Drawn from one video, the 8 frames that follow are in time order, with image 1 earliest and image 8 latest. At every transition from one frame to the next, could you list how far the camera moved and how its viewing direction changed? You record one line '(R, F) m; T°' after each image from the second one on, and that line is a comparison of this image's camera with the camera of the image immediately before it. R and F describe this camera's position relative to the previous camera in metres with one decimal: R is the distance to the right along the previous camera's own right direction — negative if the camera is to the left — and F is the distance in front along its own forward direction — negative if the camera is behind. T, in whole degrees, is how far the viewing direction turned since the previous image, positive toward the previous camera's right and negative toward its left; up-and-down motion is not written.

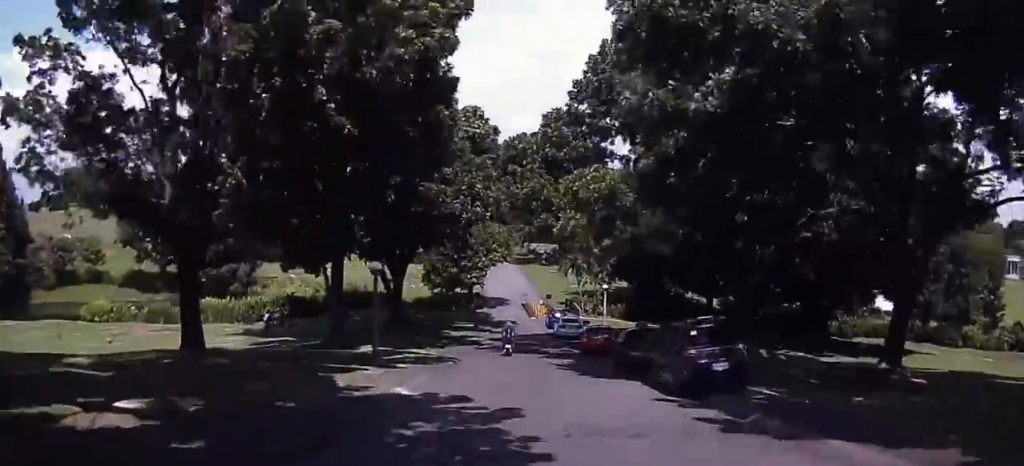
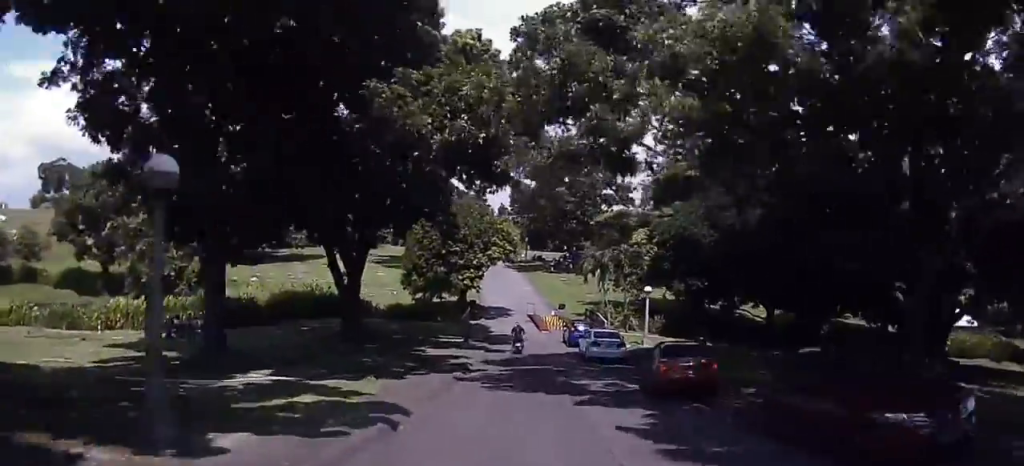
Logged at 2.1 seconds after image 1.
(+0.4, +14.2) m; +1°
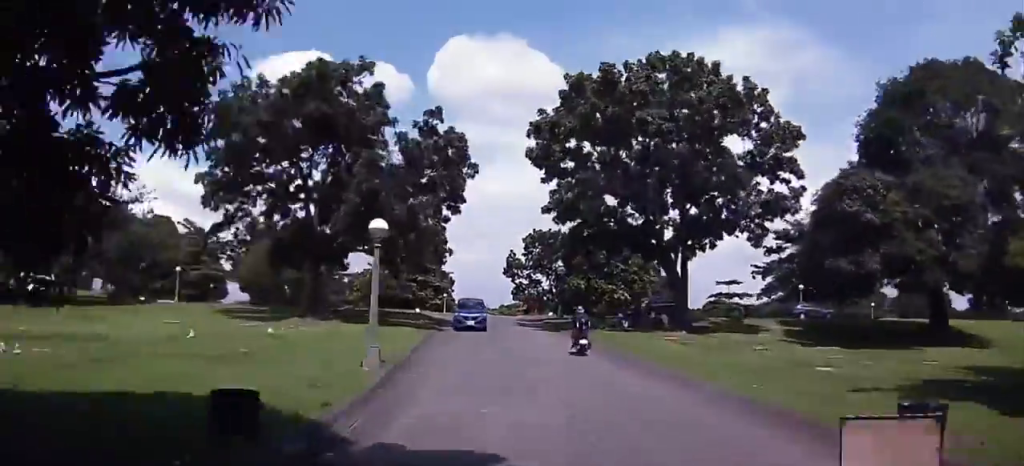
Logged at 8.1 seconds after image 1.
(+0.6, +42.9) m; +1°
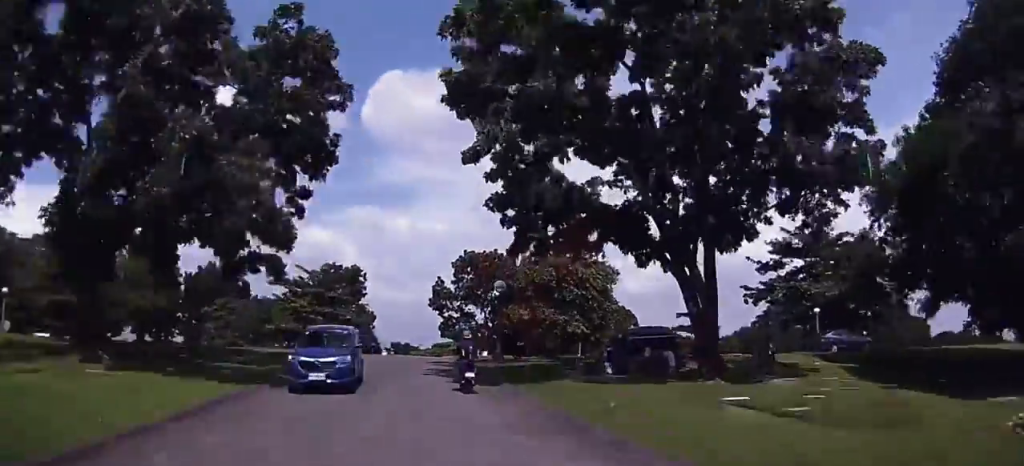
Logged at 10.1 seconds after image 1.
(-0.1, +13.4) m; 0°
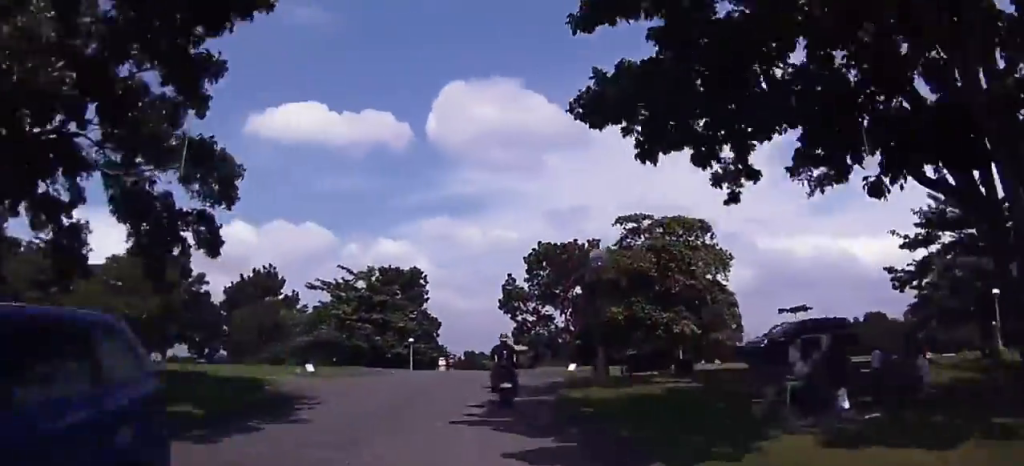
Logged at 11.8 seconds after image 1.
(0.0, +11.9) m; 0°
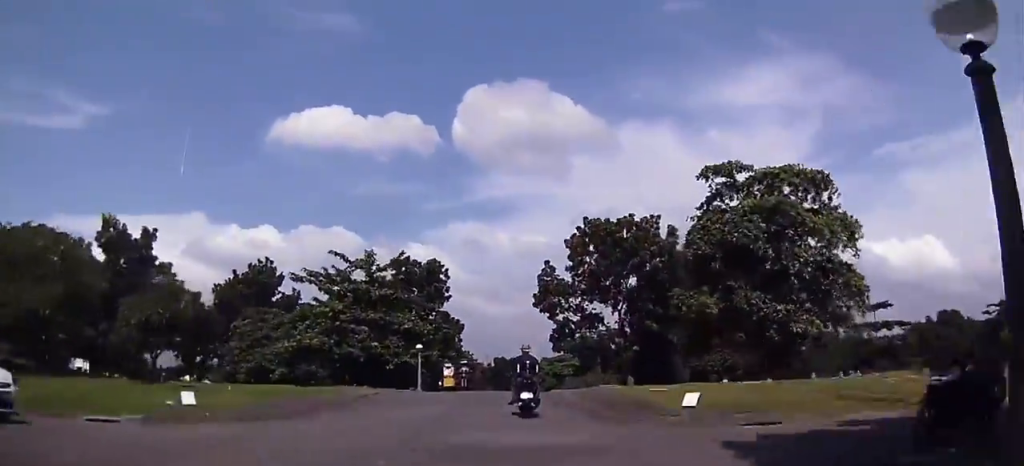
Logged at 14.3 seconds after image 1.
(0.0, +16.0) m; -2°
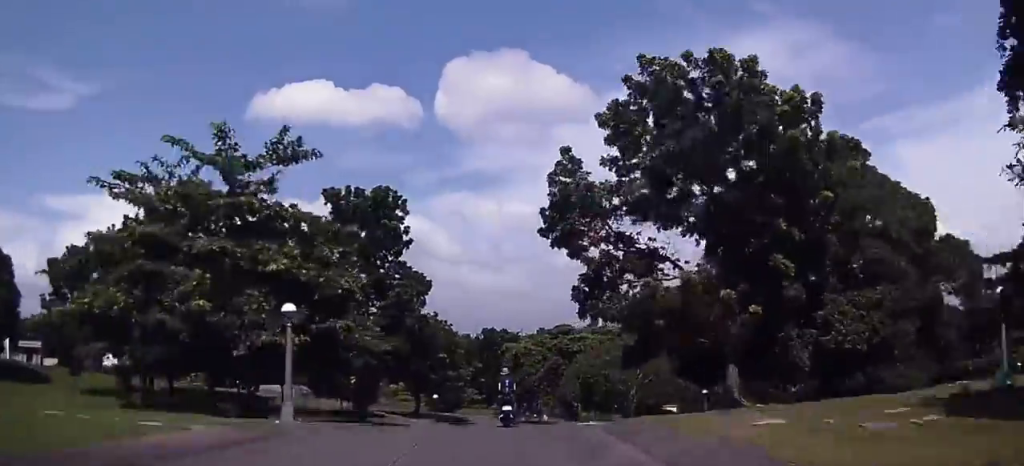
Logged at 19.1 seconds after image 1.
(-1.1, +30.4) m; -3°
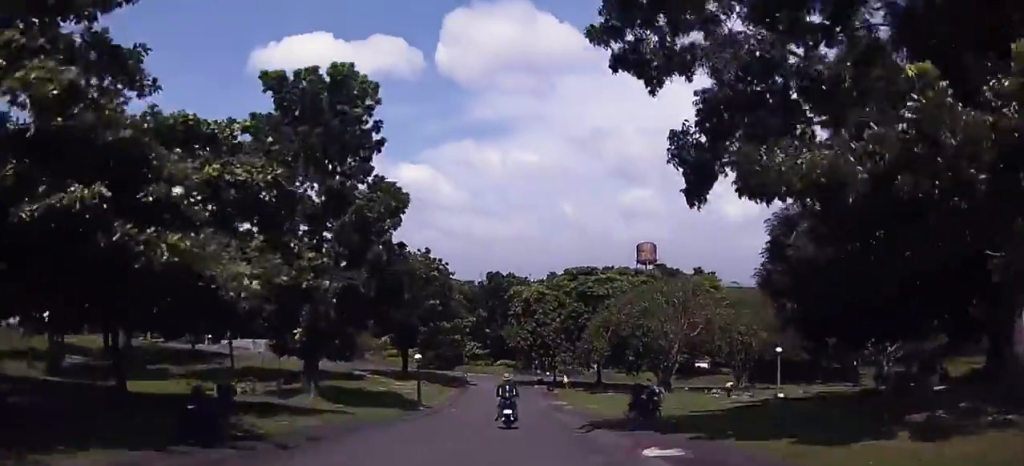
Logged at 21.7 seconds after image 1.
(-0.1, +16.0) m; -1°
